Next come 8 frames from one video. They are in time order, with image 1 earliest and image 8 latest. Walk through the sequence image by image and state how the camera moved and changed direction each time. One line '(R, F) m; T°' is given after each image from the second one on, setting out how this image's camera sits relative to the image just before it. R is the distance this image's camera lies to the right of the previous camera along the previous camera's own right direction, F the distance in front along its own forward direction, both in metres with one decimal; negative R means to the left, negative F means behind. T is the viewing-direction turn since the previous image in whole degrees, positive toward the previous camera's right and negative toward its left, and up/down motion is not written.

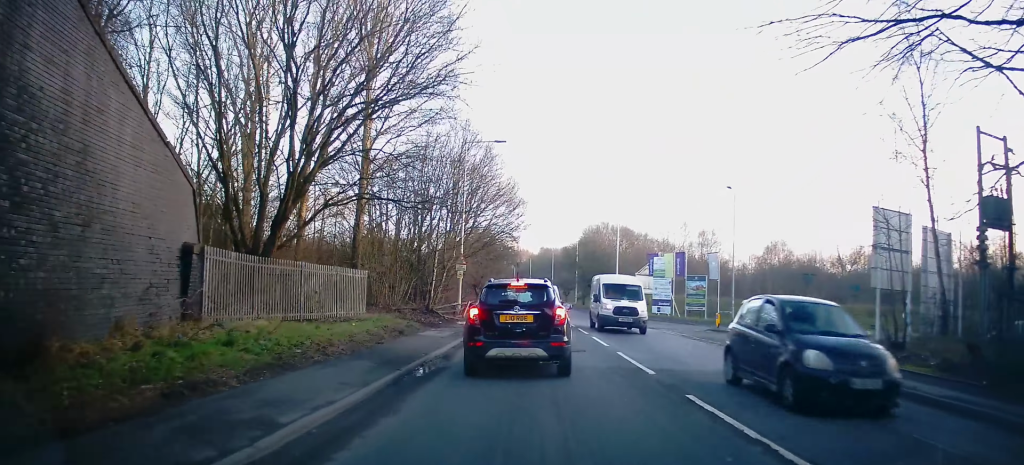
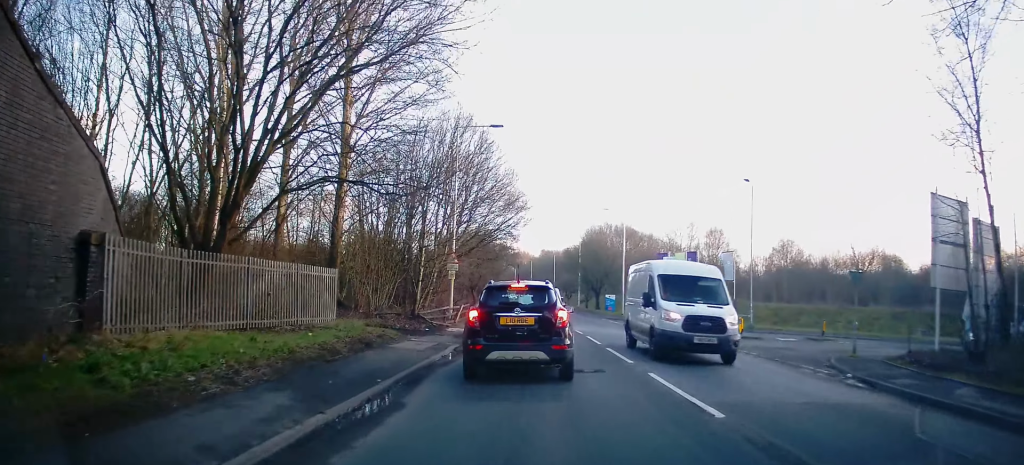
(0.0, +3.8) m; -1°
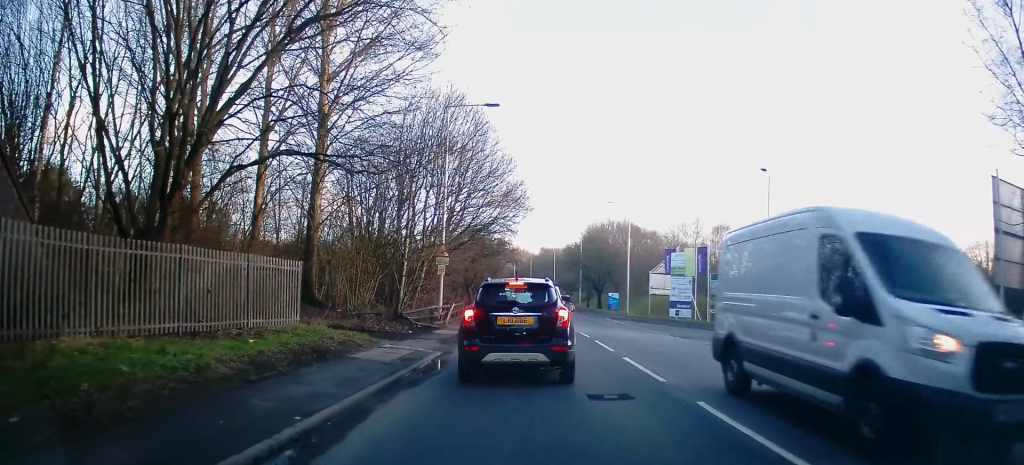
(-0.1, +3.2) m; 0°
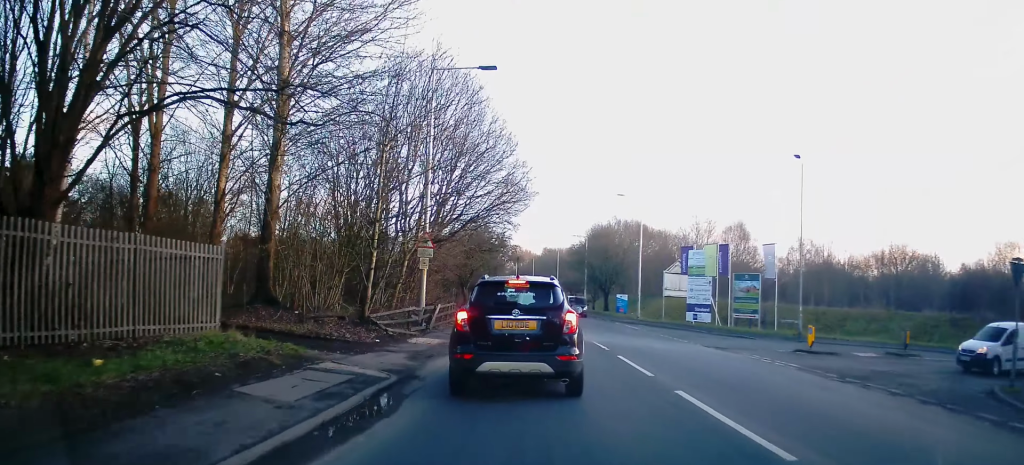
(+0.1, +4.7) m; +1°
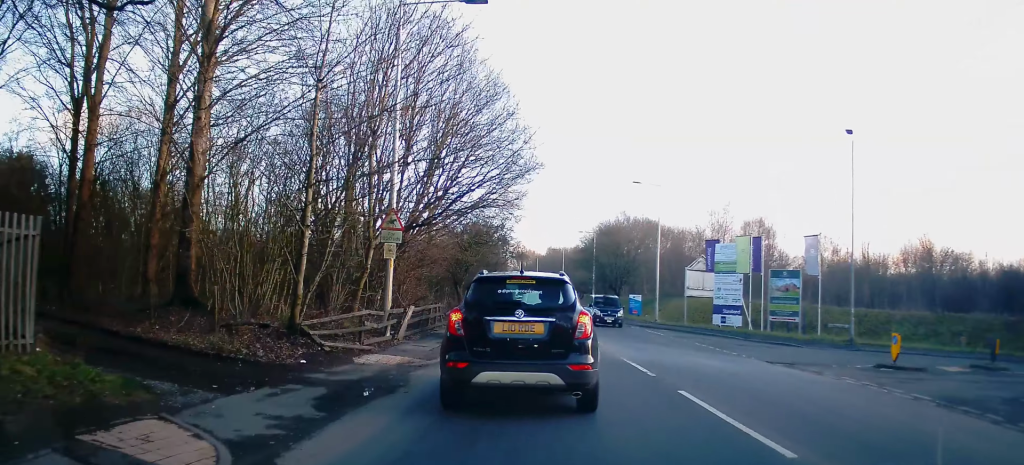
(+0.1, +5.6) m; +1°
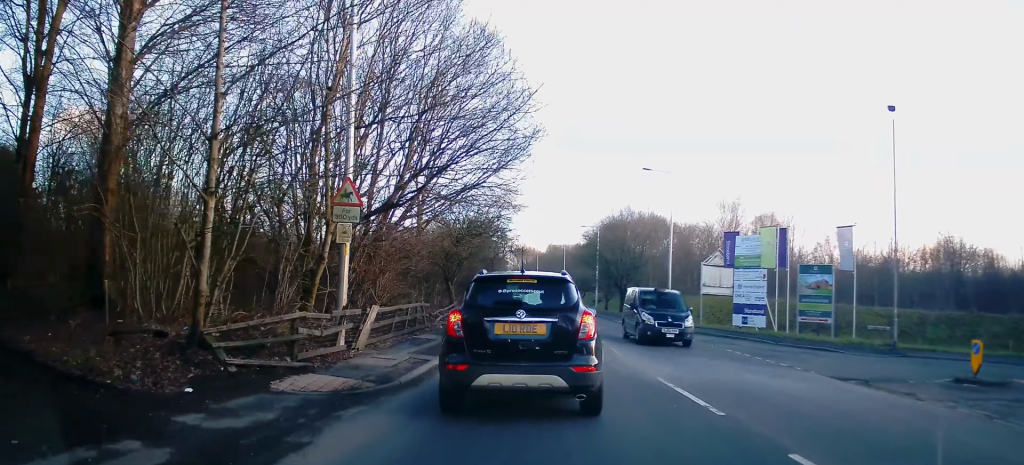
(0.0, +3.8) m; 0°
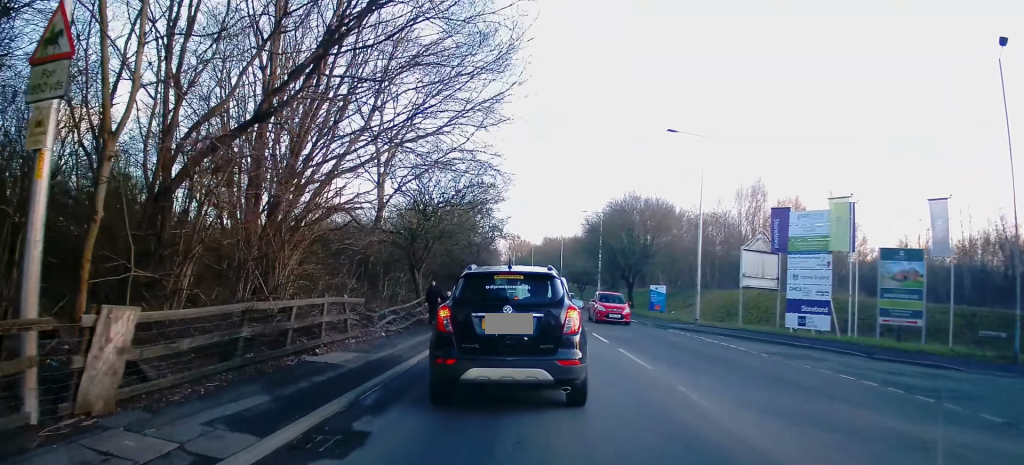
(0.0, +8.1) m; 0°
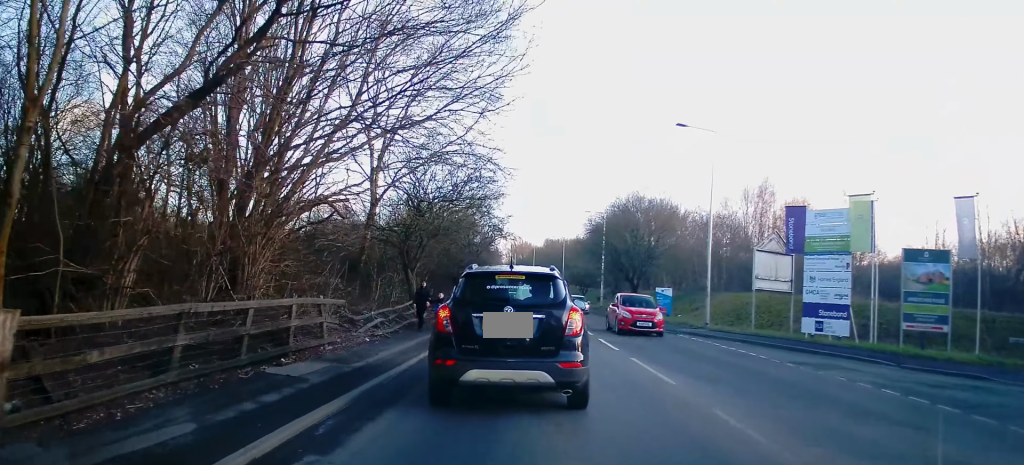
(0.0, +1.6) m; -1°
